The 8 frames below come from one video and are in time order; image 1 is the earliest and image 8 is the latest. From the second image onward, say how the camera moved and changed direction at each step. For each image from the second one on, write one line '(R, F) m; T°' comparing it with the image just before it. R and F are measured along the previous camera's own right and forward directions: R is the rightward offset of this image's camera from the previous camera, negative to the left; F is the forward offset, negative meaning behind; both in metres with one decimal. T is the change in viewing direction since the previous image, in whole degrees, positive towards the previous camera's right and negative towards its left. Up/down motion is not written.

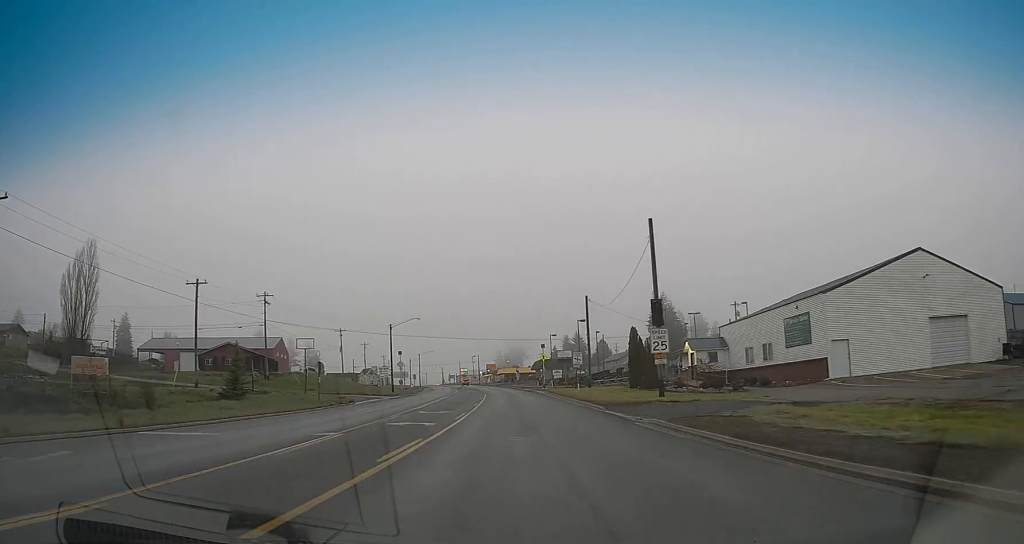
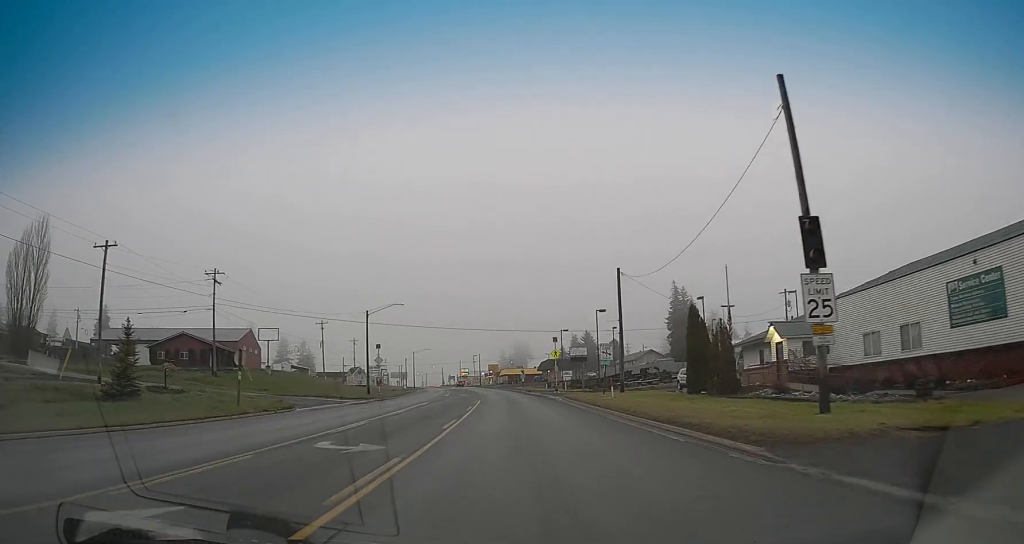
(-0.3, +16.5) m; -1°
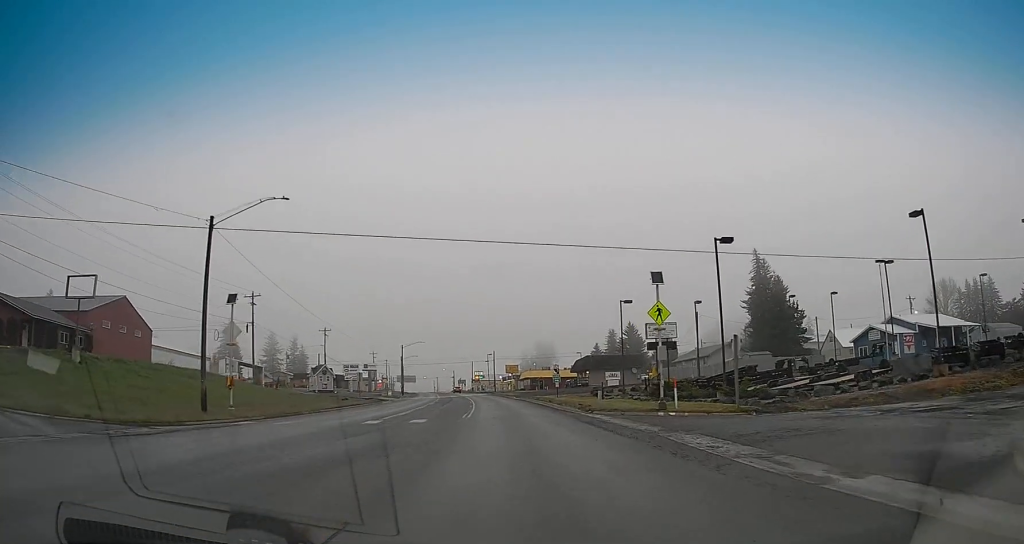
(-0.2, +41.3) m; -1°
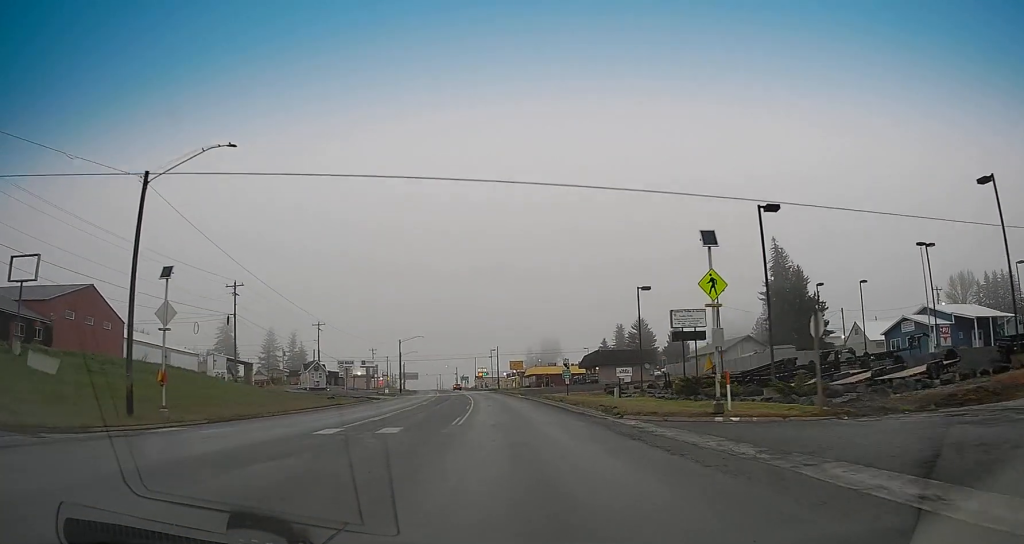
(0.0, +6.6) m; 0°
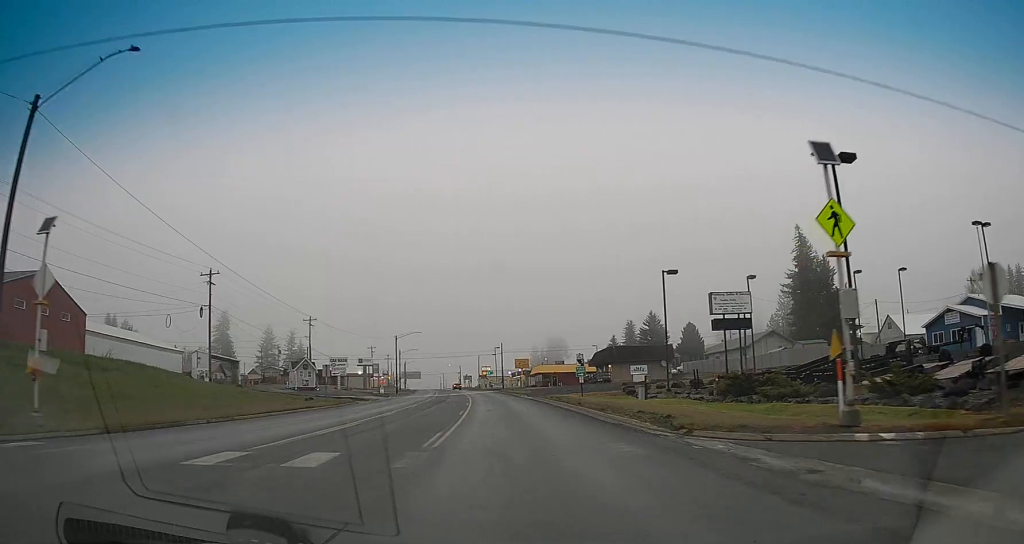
(+0.2, +7.7) m; -1°
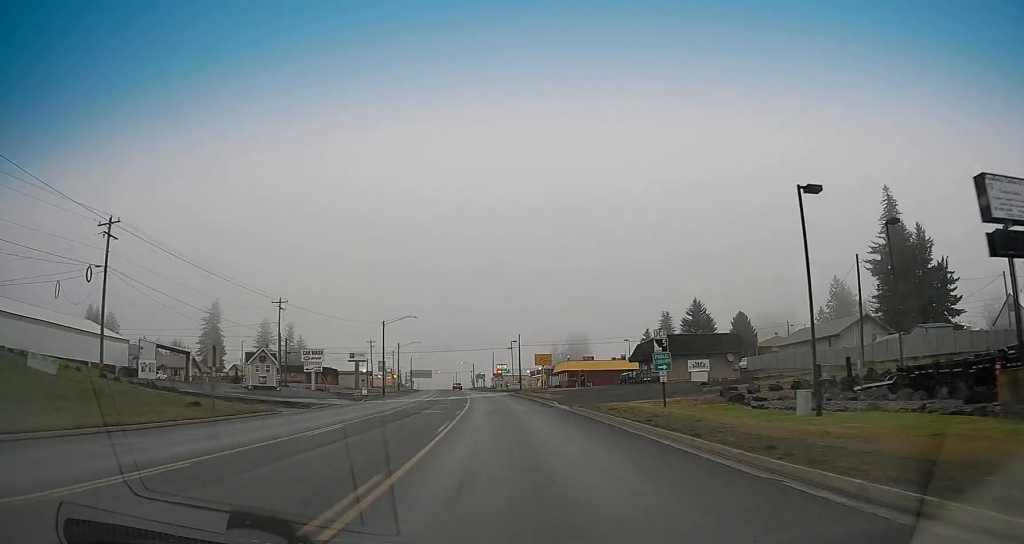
(-0.6, +21.7) m; -3°
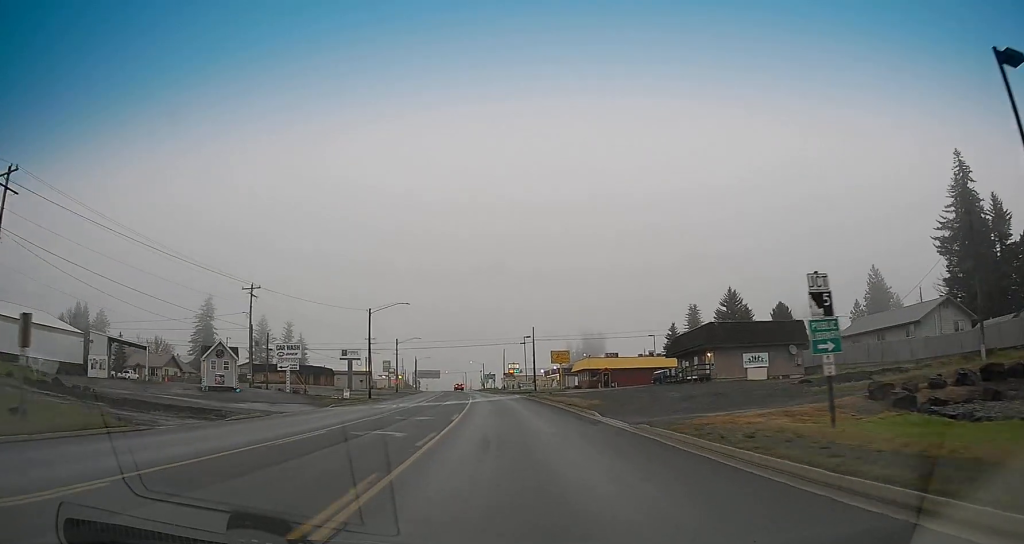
(-0.1, +13.7) m; 0°
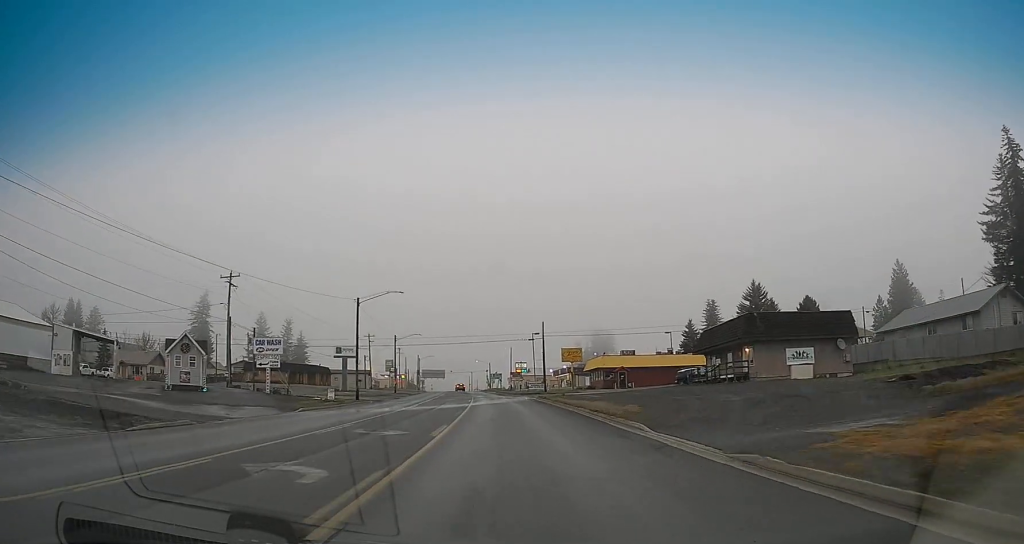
(0.0, +7.9) m; -1°
